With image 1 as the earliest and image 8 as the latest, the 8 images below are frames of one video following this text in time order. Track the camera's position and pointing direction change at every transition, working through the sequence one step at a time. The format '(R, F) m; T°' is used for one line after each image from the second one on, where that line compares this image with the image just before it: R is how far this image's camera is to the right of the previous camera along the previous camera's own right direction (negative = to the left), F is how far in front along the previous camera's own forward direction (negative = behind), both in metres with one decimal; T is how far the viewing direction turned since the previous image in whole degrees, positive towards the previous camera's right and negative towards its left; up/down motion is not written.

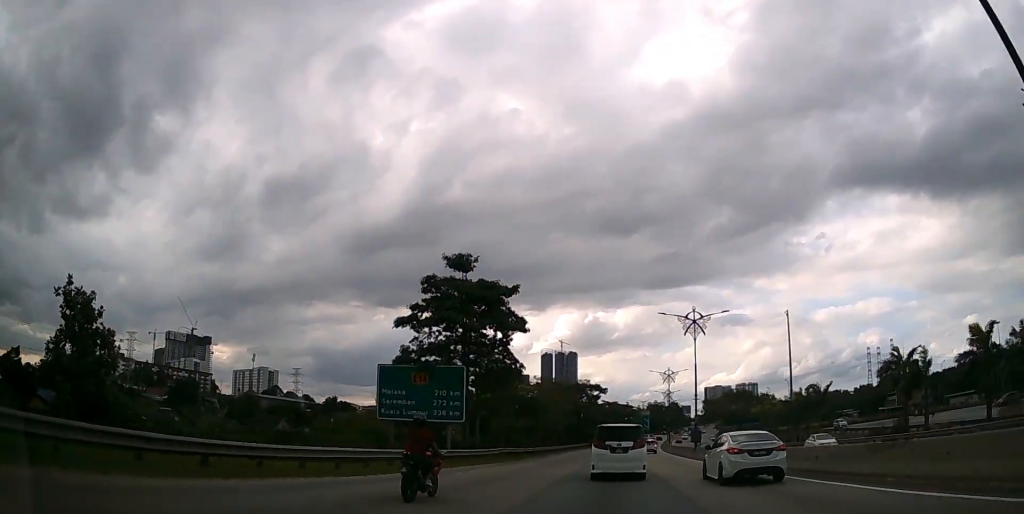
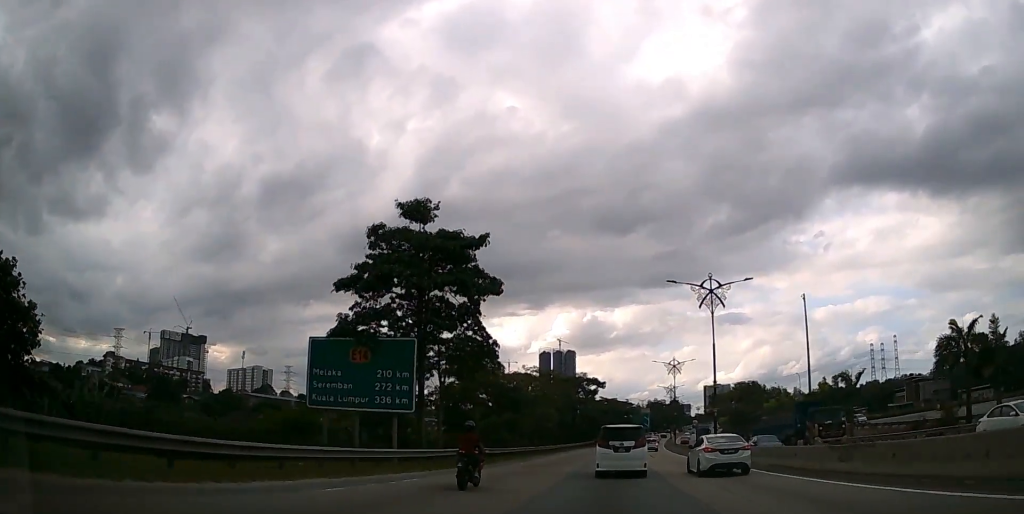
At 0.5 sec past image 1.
(0.0, +9.0) m; 0°
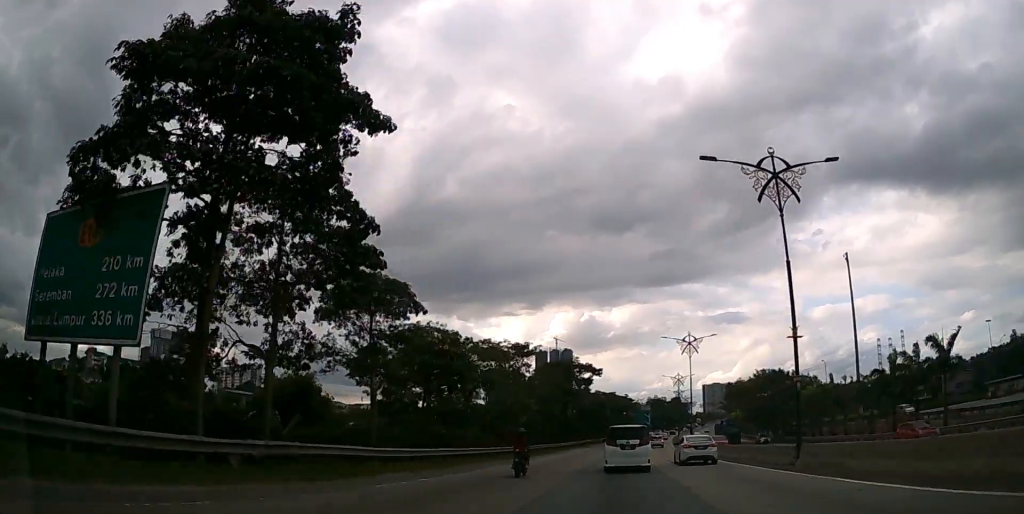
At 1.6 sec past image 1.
(0.0, +17.2) m; 0°
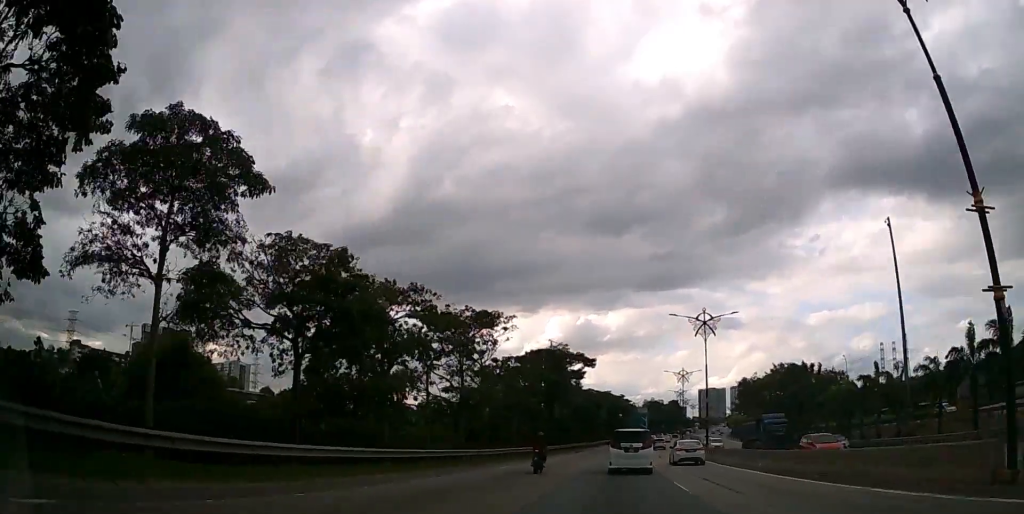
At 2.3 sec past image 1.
(0.0, +12.9) m; 0°
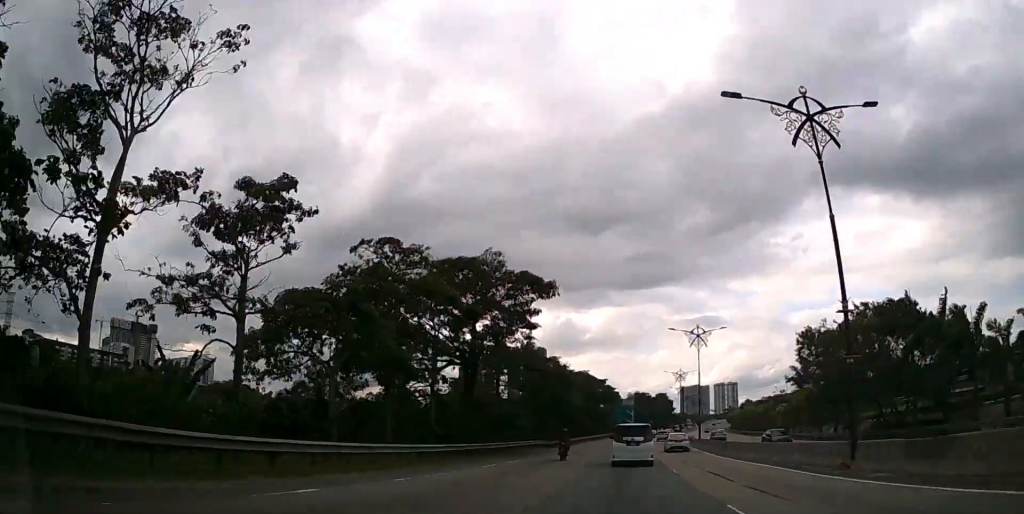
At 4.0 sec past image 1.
(+0.4, +31.9) m; +2°
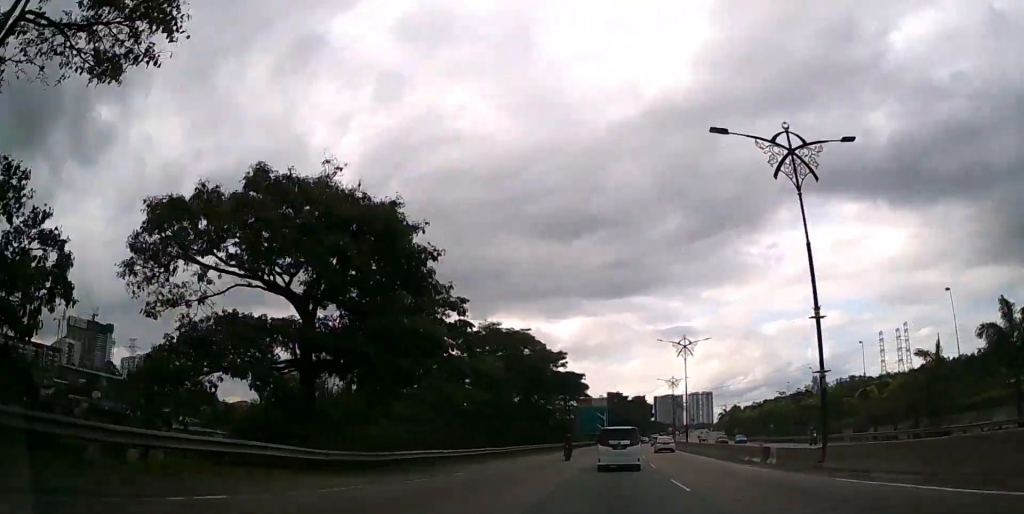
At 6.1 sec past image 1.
(+1.2, +39.9) m; +3°
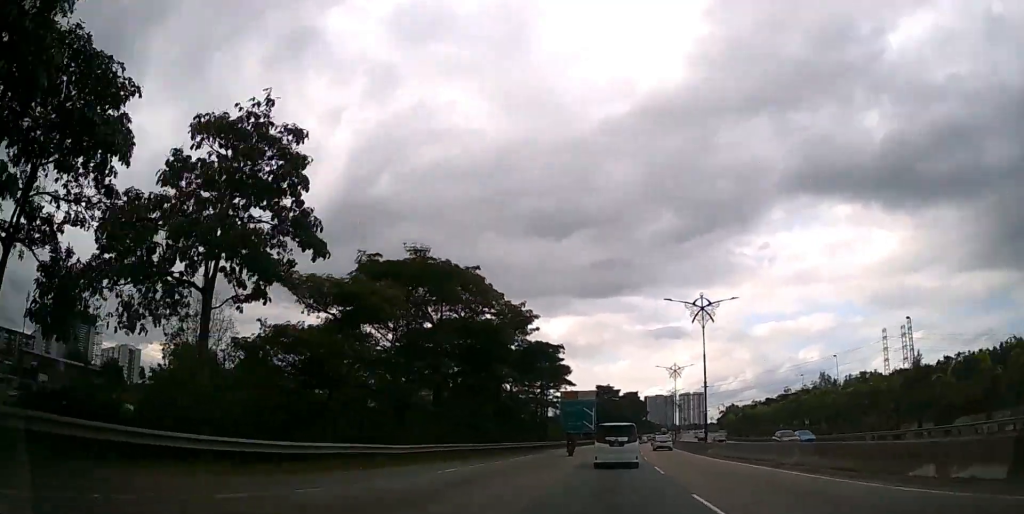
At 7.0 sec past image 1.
(+0.2, +18.1) m; +1°
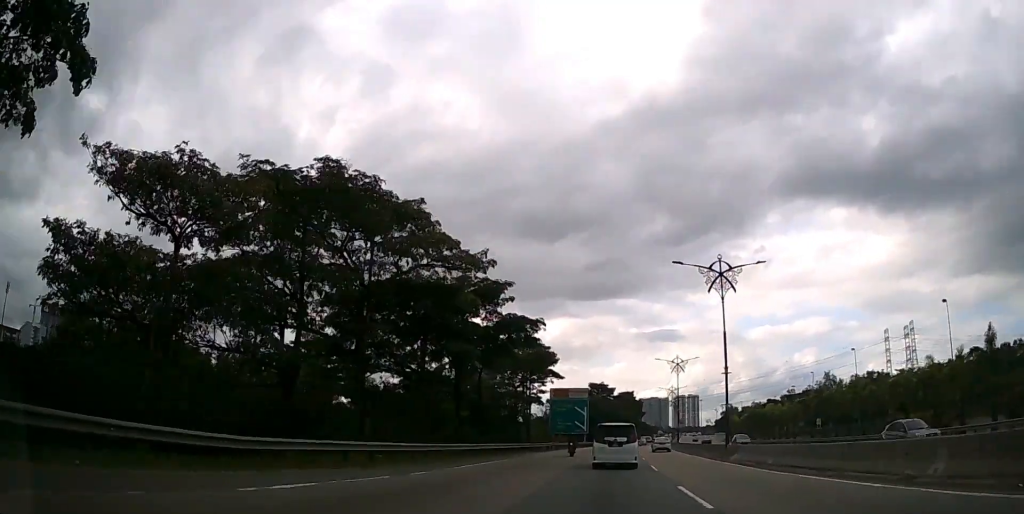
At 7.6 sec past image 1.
(0.0, +10.9) m; +1°
